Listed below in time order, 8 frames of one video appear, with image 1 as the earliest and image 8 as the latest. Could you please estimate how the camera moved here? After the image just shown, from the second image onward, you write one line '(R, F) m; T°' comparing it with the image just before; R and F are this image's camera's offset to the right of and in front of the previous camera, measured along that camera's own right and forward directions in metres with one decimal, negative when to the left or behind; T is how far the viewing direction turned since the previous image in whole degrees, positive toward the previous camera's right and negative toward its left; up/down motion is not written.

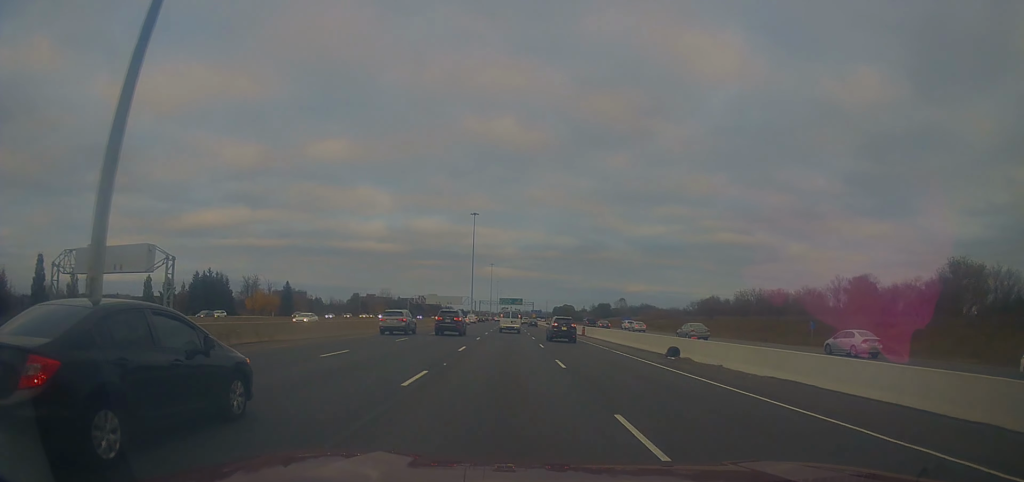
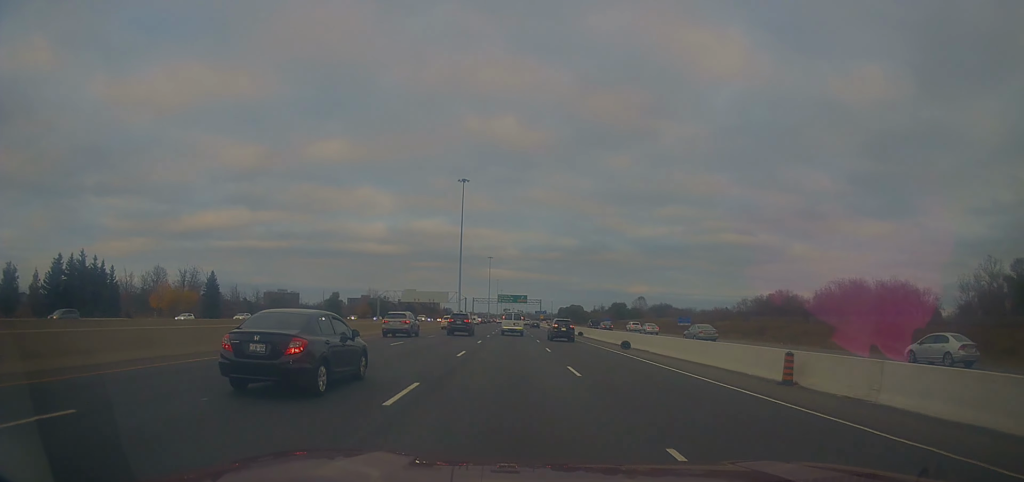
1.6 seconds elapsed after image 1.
(-0.2, +50.4) m; 0°
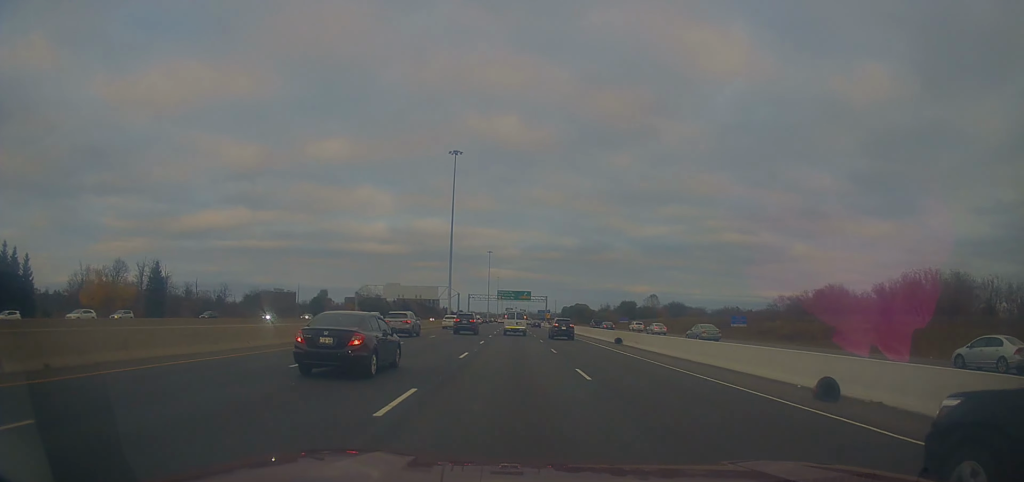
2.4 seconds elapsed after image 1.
(+0.4, +24.9) m; 0°
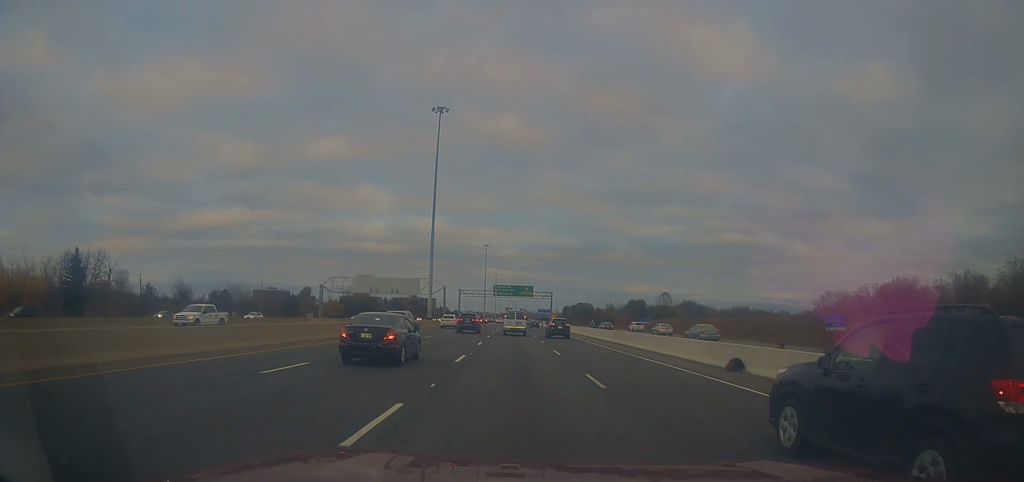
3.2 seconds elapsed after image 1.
(-0.2, +25.9) m; -1°
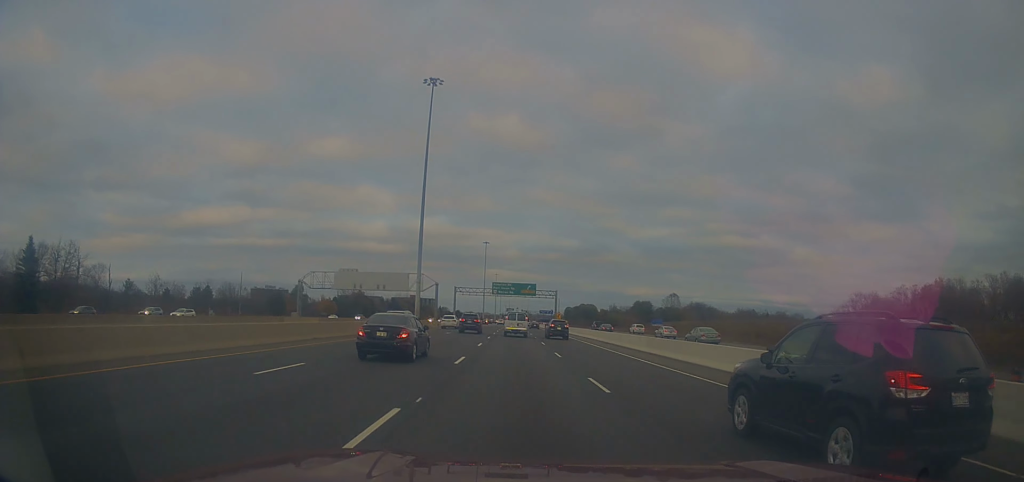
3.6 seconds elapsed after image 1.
(-0.1, +12.4) m; 0°
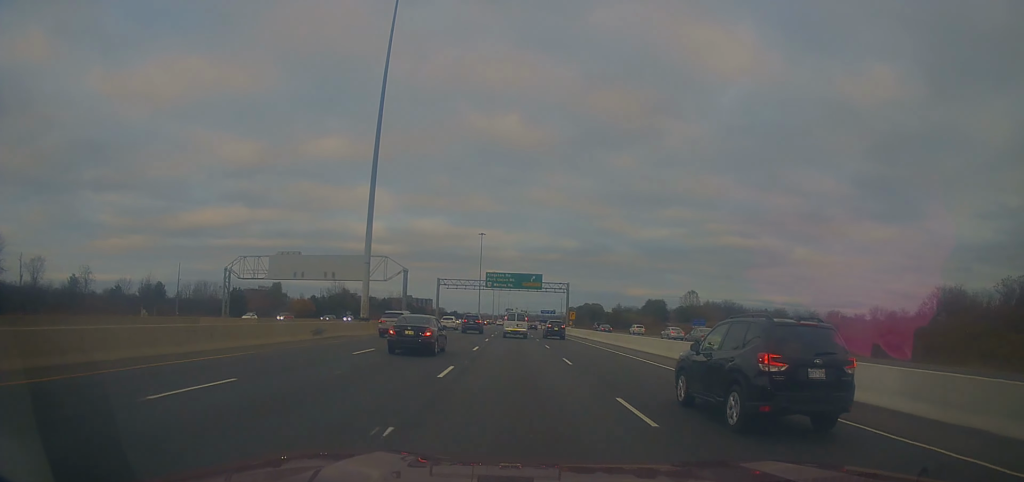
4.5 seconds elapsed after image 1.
(-0.1, +27.8) m; +1°
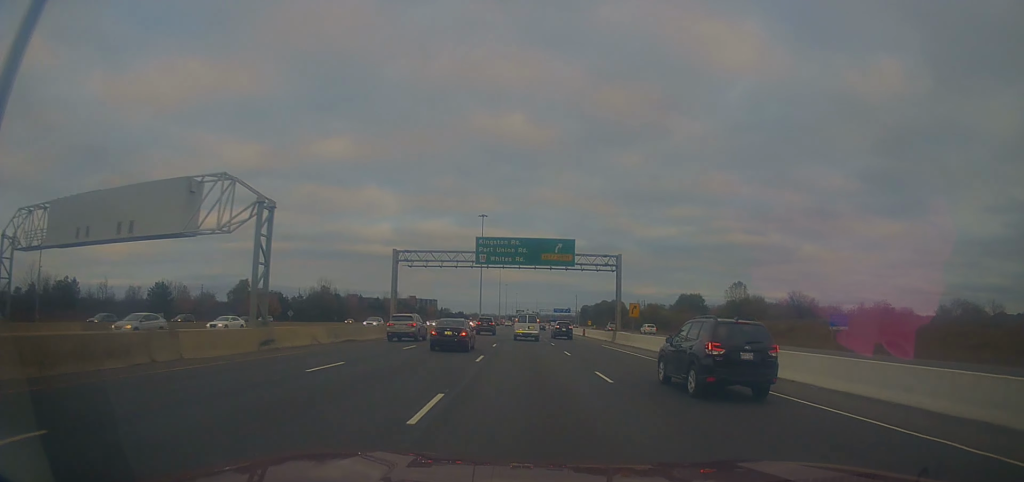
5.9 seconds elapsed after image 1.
(+0.5, +41.3) m; 0°
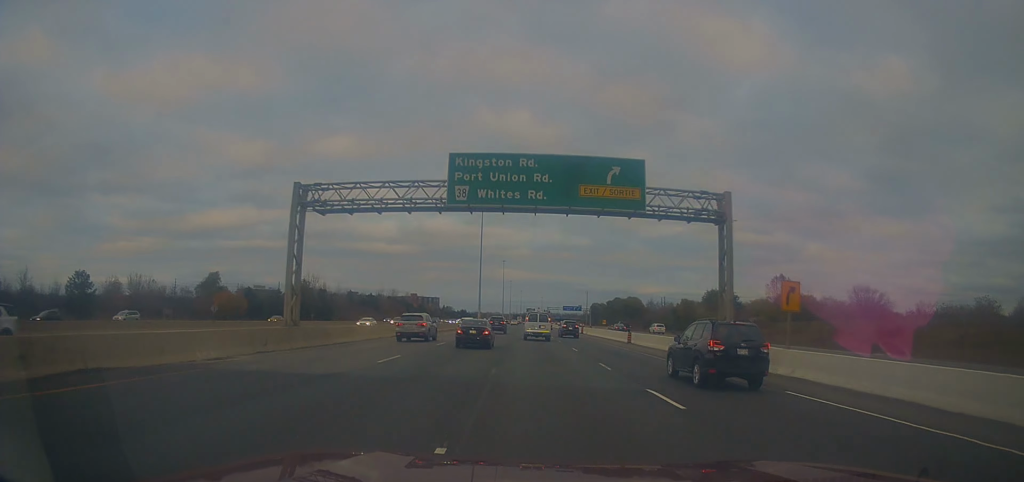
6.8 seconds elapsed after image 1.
(-0.4, +28.1) m; -1°
